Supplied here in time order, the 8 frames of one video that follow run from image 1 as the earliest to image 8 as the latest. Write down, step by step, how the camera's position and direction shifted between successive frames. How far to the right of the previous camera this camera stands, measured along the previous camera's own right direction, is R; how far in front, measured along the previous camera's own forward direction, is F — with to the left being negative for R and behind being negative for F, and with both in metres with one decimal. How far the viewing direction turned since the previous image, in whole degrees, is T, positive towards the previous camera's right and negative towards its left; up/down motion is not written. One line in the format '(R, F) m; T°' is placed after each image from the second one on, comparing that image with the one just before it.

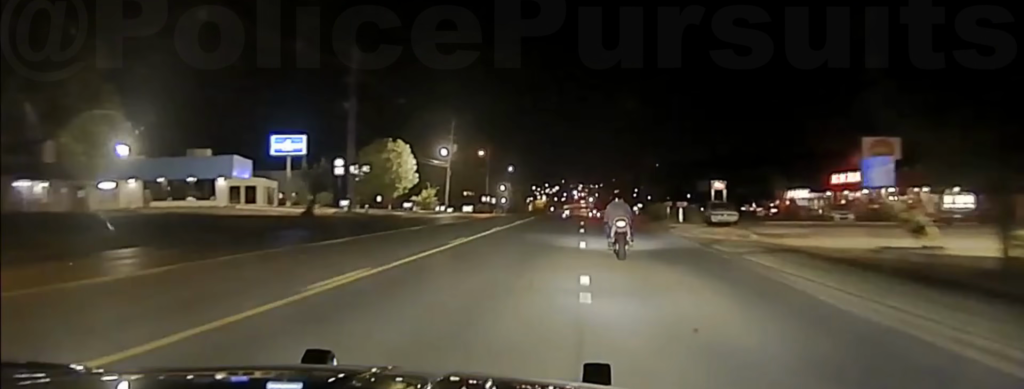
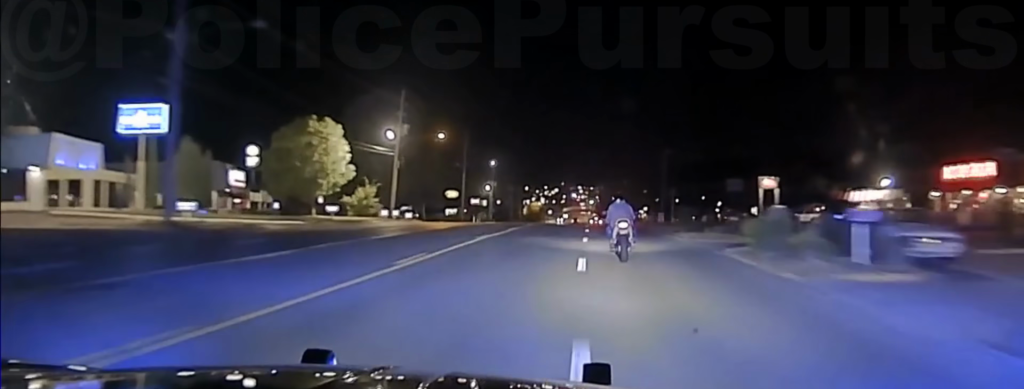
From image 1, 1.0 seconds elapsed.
(-0.1, +31.2) m; 0°
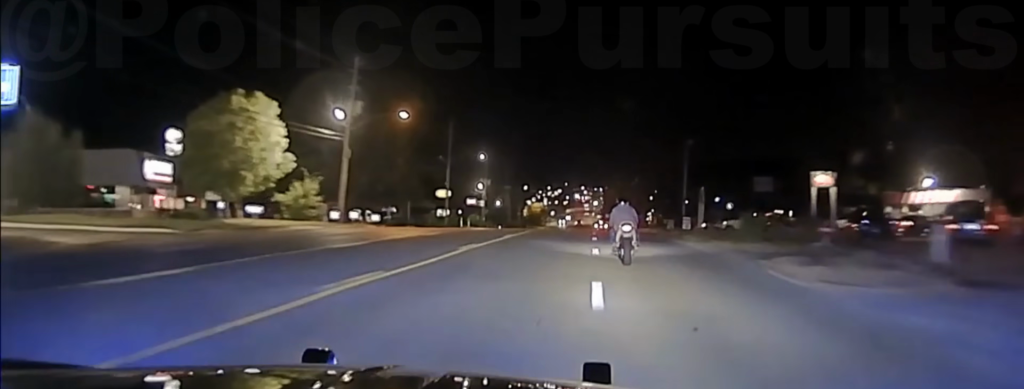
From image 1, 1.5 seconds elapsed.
(0.0, +16.9) m; 0°
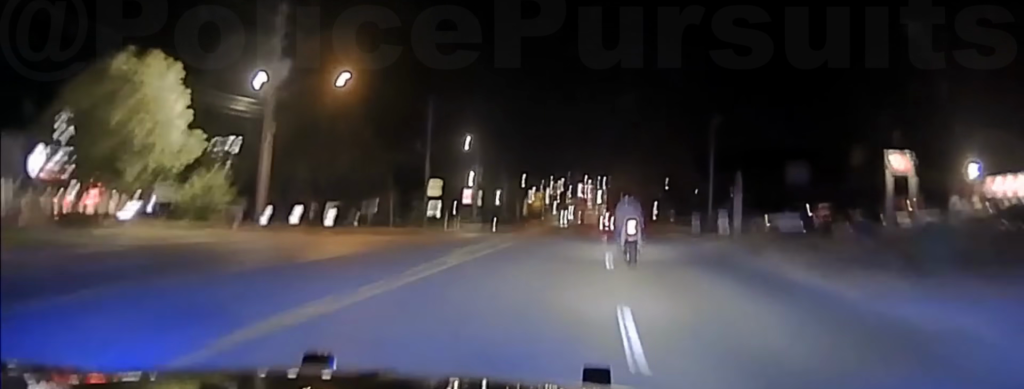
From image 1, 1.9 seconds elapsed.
(0.0, +15.9) m; 0°
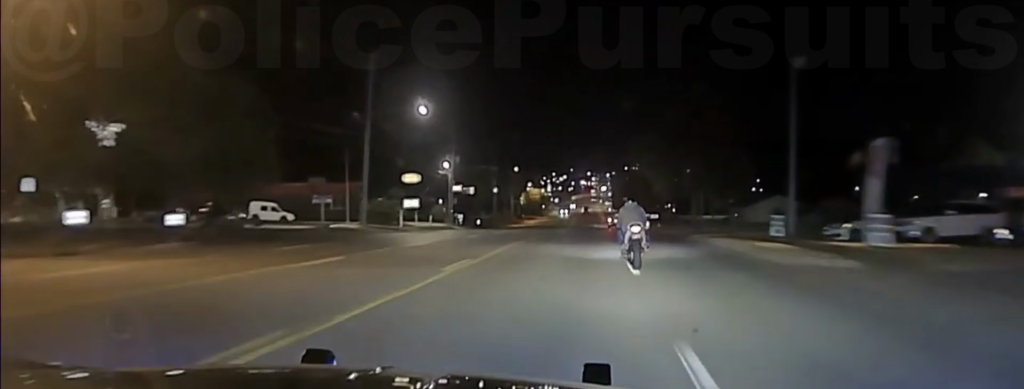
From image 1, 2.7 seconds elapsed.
(-0.1, +28.8) m; 0°
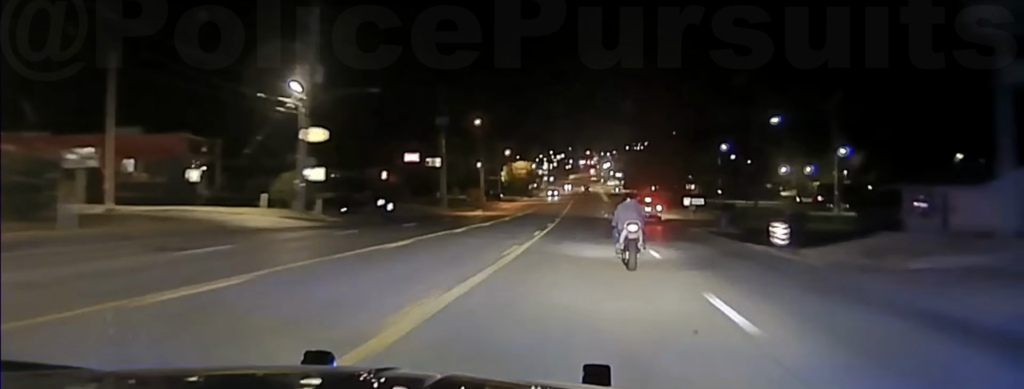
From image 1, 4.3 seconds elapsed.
(-0.3, +61.7) m; -1°
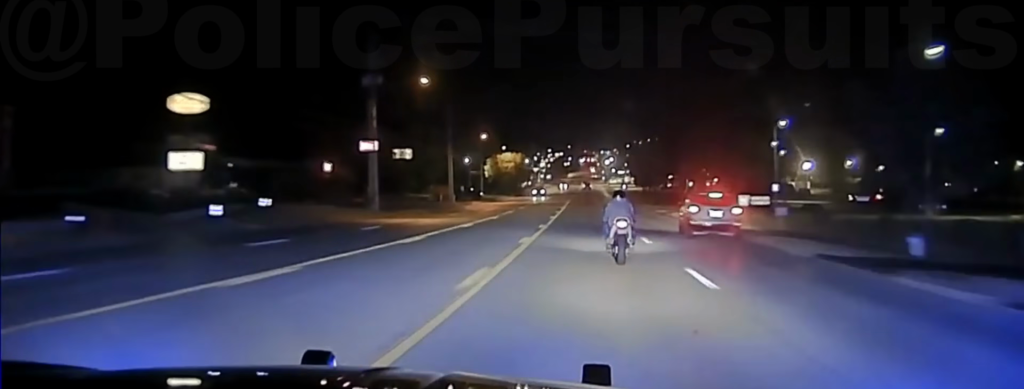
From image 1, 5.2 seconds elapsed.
(-0.1, +36.1) m; 0°
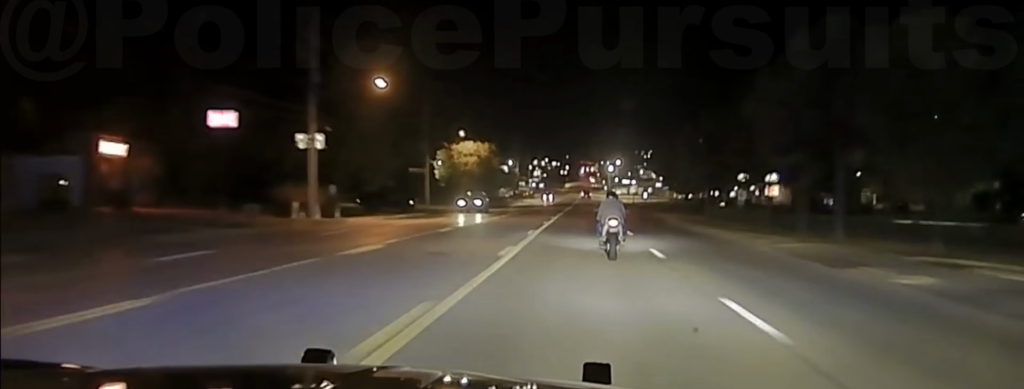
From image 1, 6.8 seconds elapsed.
(+0.3, +52.5) m; 0°
